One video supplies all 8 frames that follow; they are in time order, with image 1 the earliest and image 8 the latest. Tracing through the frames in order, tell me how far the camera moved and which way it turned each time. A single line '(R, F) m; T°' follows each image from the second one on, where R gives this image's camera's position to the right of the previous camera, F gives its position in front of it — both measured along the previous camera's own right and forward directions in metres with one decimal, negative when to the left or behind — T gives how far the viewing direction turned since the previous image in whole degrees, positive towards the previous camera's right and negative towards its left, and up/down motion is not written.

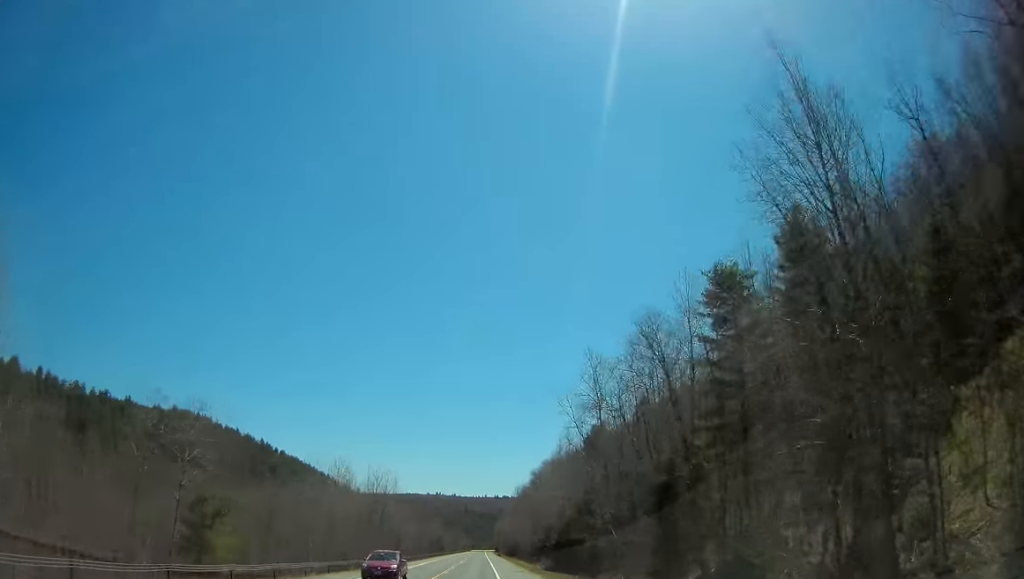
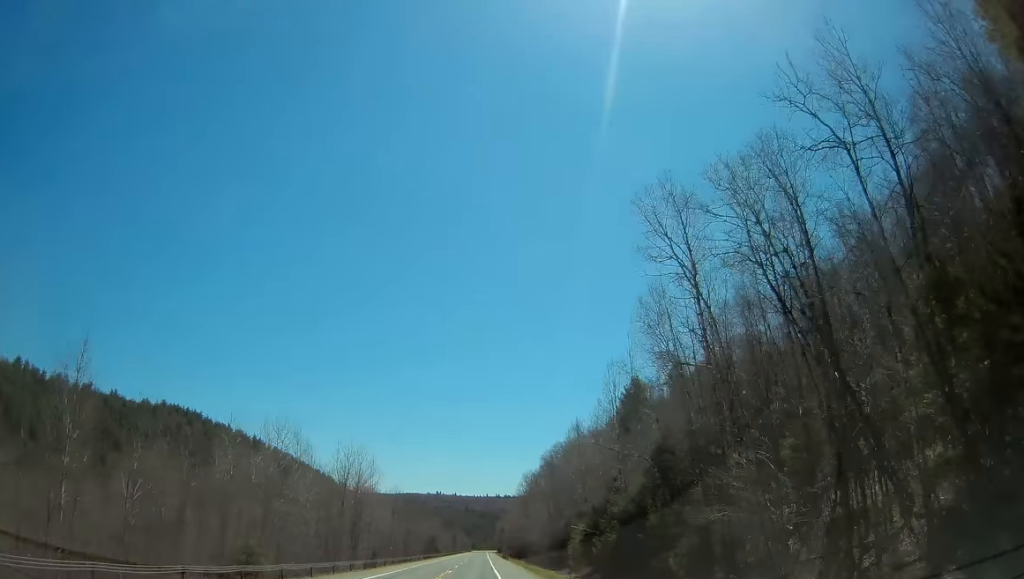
(+0.1, +33.3) m; 0°
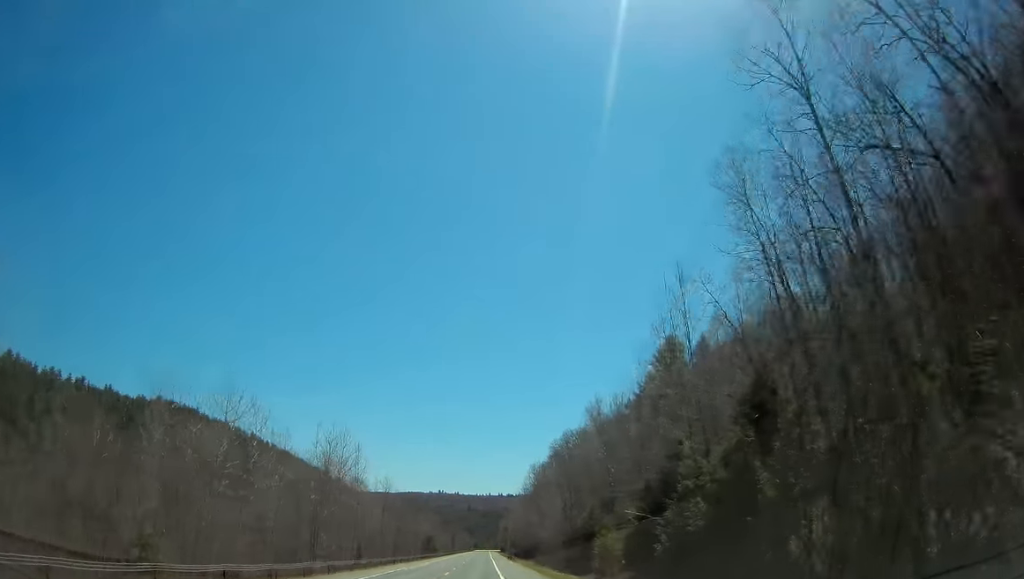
(0.0, +16.5) m; 0°
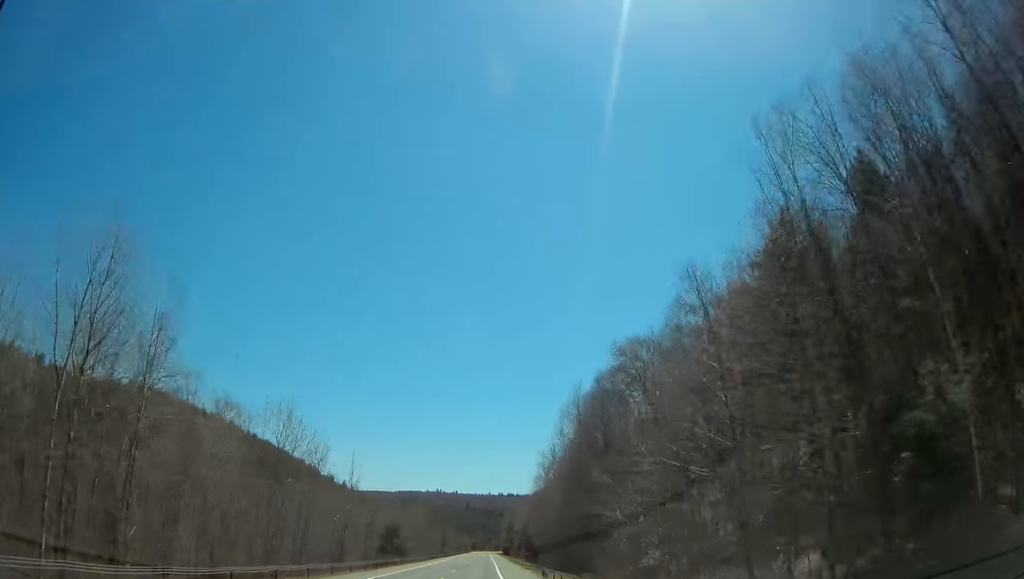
(-0.3, +68.0) m; 0°
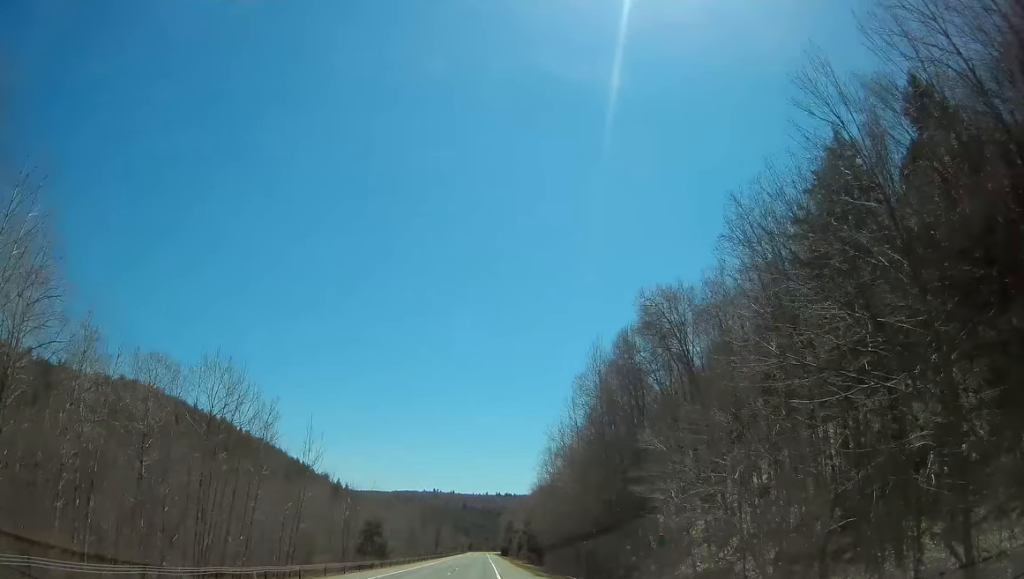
(0.0, +15.7) m; 0°
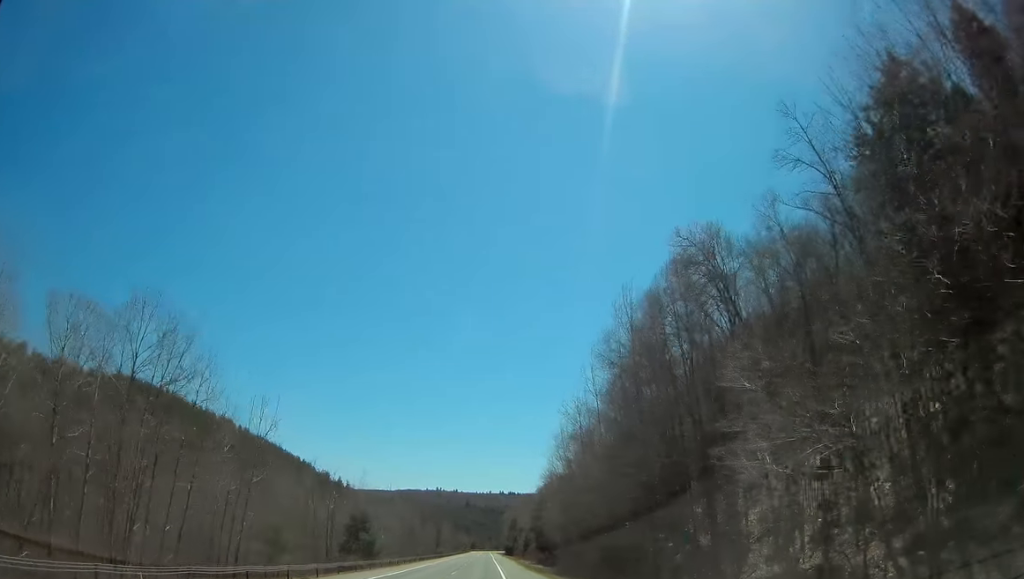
(0.0, +12.2) m; 0°
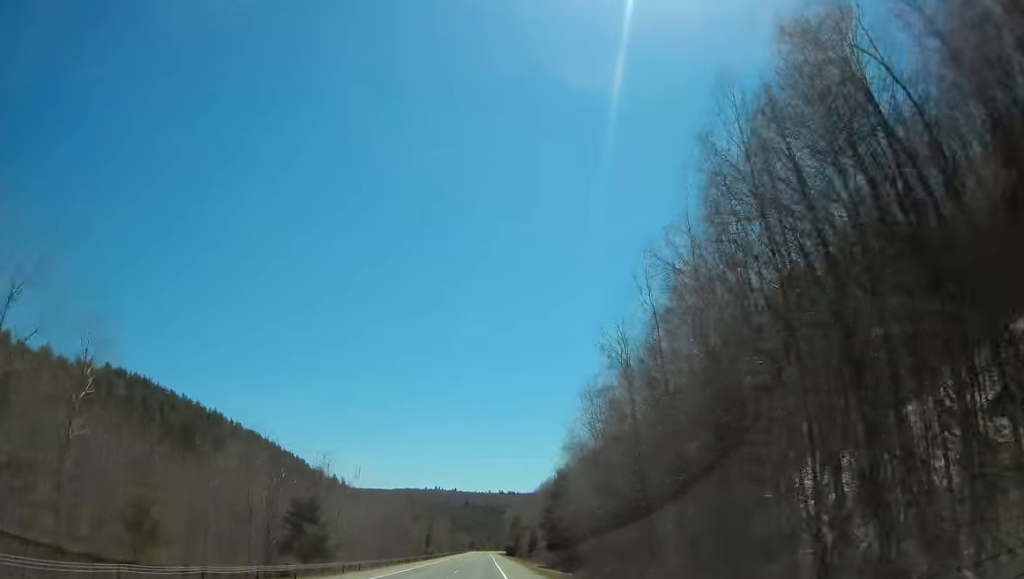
(0.0, +23.6) m; 0°
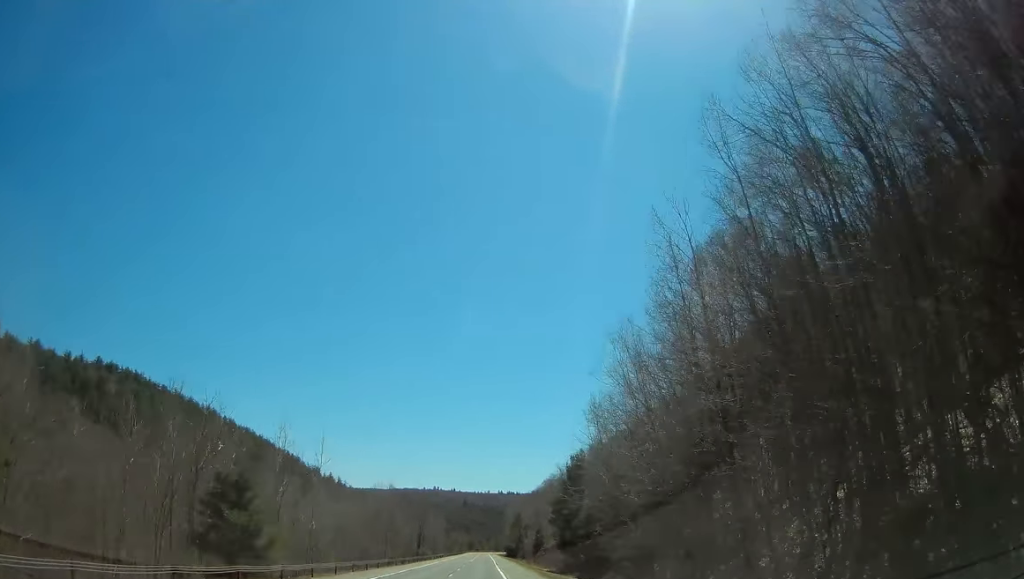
(0.0, +16.6) m; 0°
